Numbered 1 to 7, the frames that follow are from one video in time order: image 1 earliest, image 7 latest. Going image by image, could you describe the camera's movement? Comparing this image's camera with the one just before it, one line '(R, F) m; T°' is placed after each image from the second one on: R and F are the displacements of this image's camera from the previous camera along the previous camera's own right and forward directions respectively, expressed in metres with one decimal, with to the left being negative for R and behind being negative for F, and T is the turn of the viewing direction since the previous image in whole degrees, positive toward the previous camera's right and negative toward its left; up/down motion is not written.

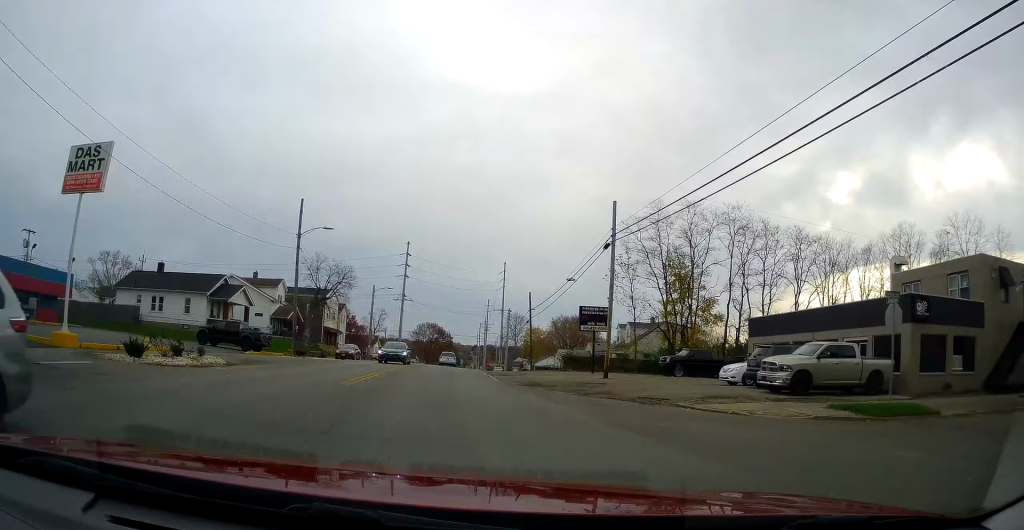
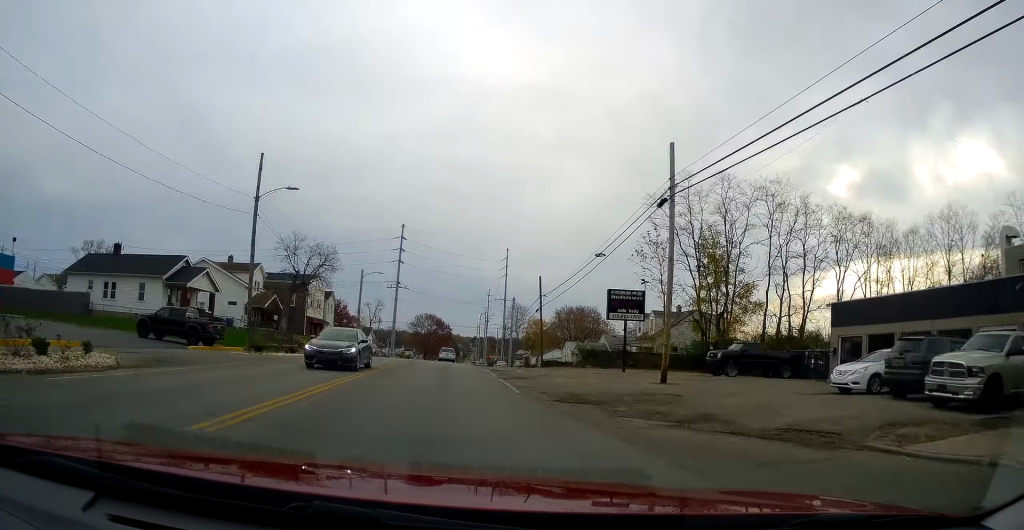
(+0.1, +8.7) m; +1°
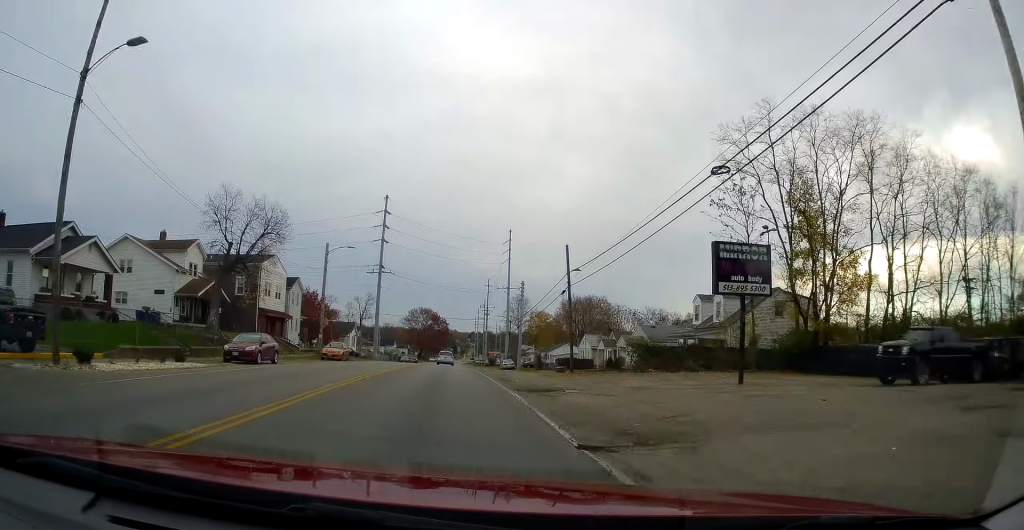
(+0.6, +16.3) m; 0°
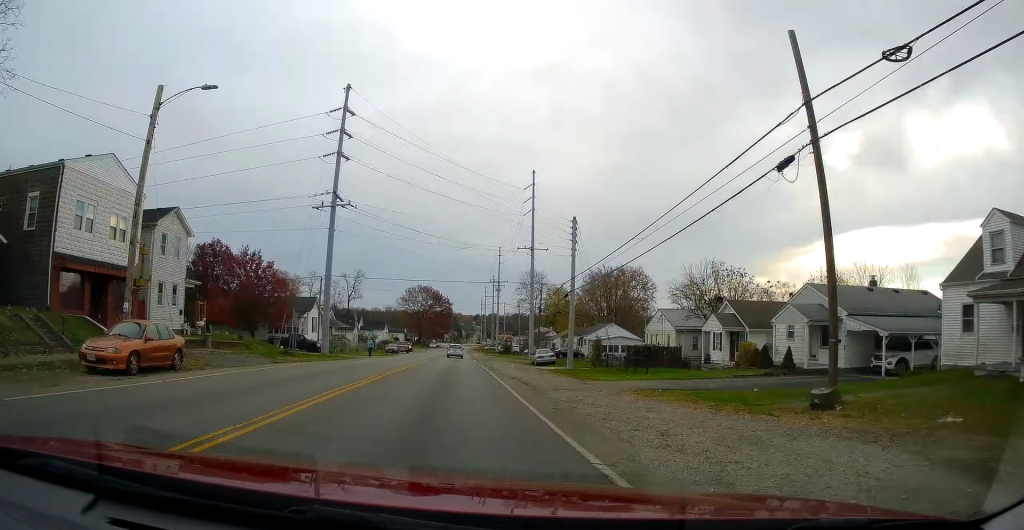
(-1.6, +30.6) m; -3°
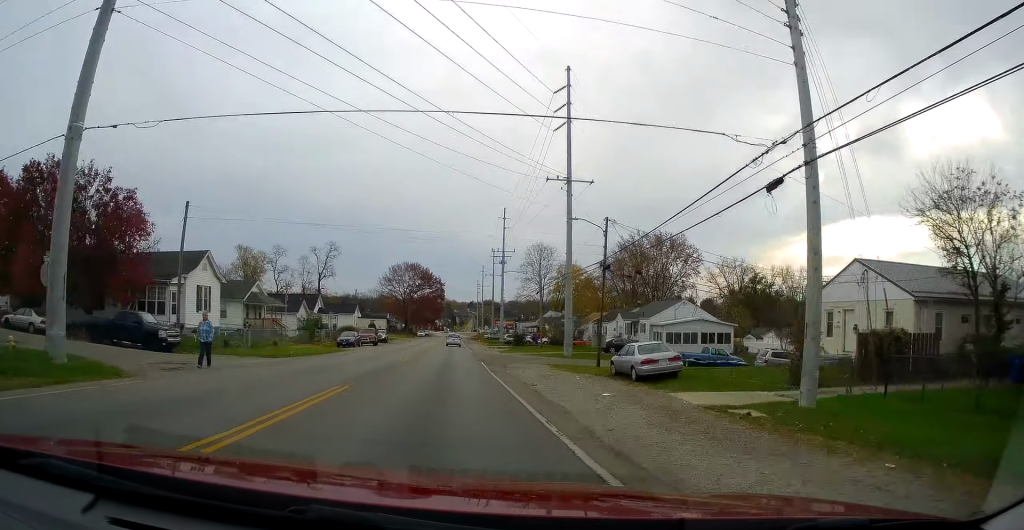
(+0.1, +30.3) m; -2°
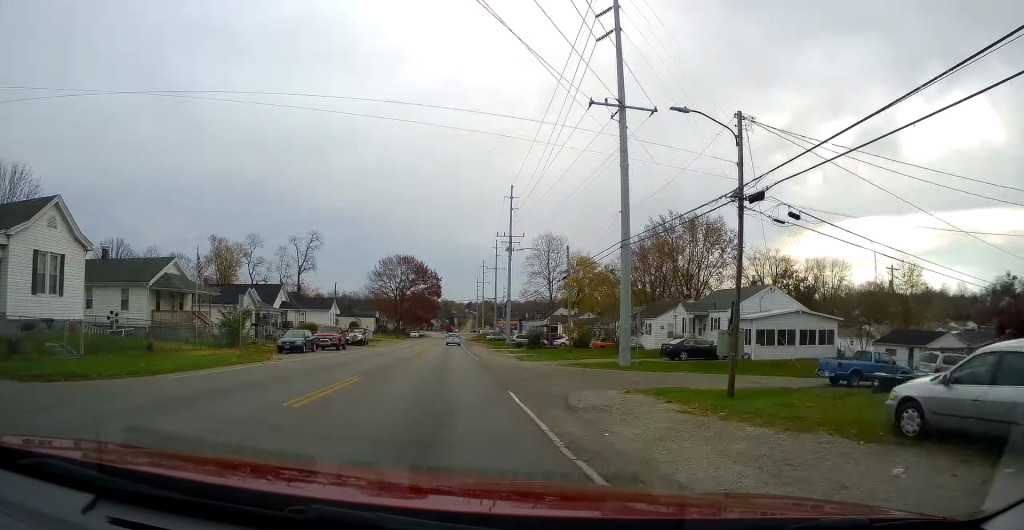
(-0.1, +17.4) m; 0°
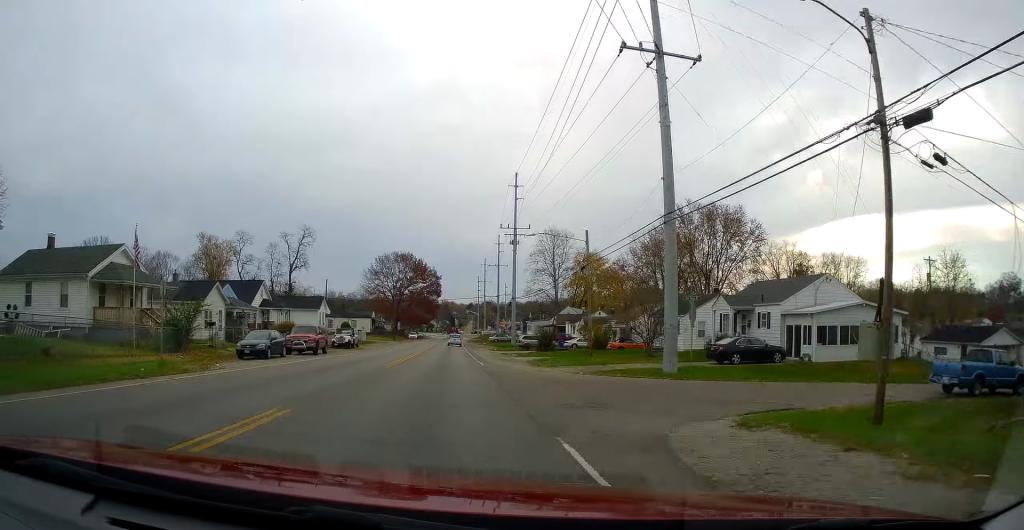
(0.0, +7.0) m; +1°
